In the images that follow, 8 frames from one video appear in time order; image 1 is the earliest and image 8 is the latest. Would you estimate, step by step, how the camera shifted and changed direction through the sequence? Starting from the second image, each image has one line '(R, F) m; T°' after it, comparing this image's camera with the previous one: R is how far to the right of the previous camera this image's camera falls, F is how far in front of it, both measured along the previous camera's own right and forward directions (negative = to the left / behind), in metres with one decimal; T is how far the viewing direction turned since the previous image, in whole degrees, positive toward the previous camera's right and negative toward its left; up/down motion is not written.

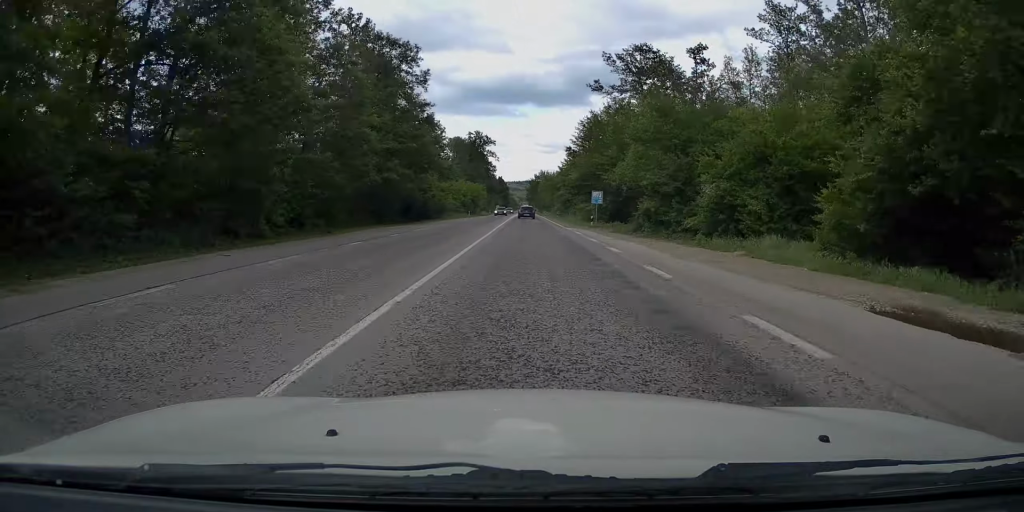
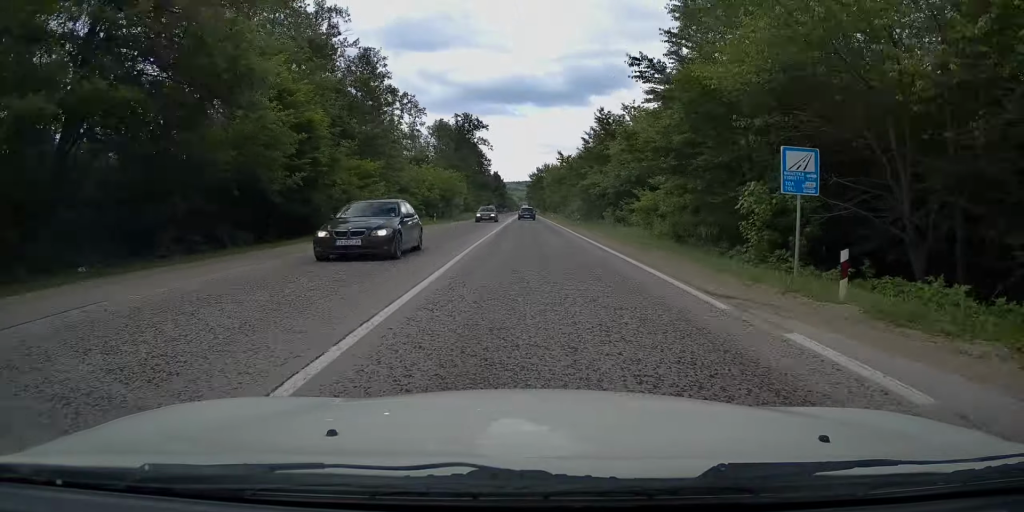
(-0.4, +31.3) m; -1°
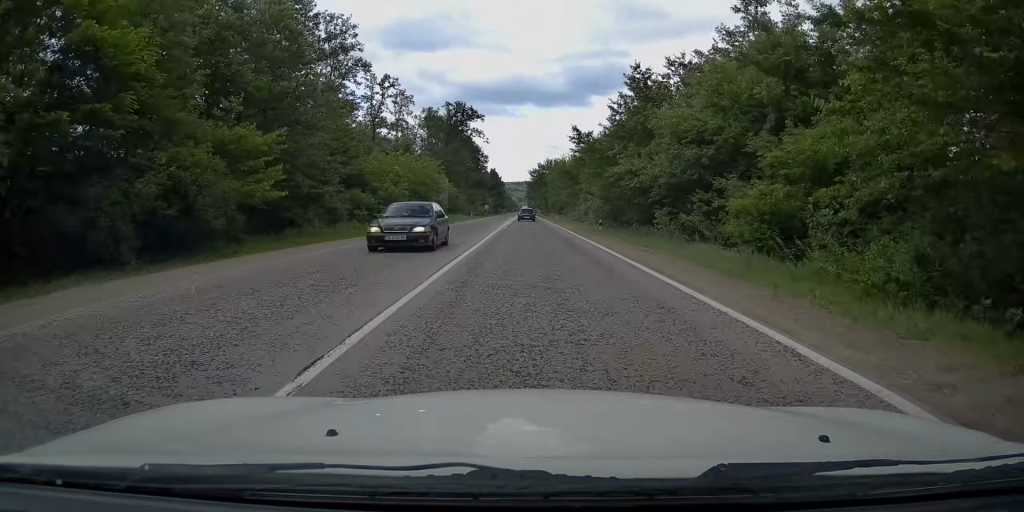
(0.0, +14.4) m; 0°
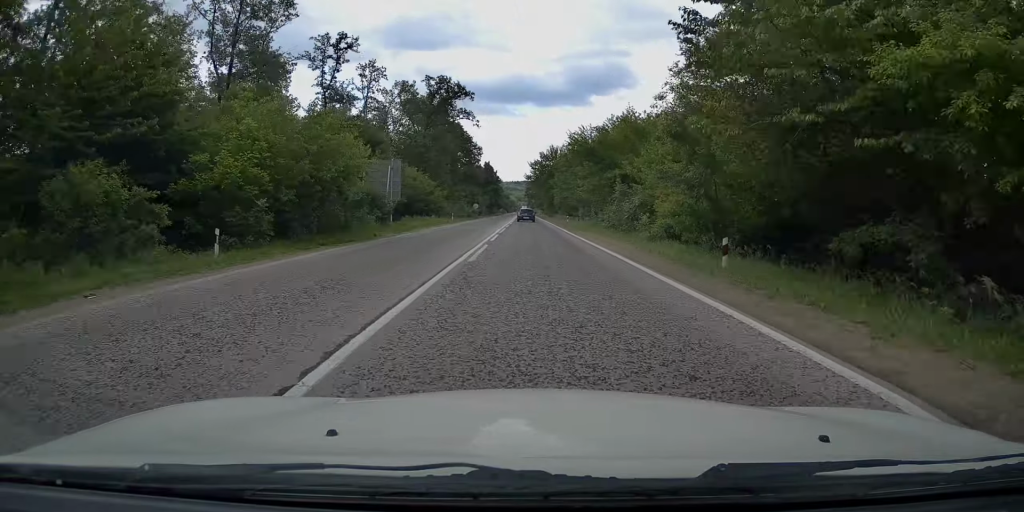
(0.0, +22.4) m; 0°
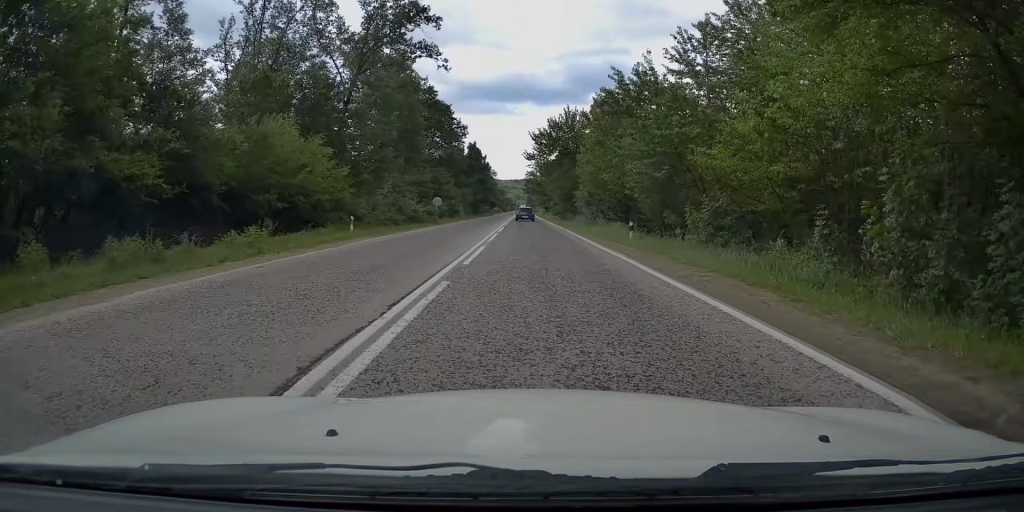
(+0.1, +37.1) m; 0°
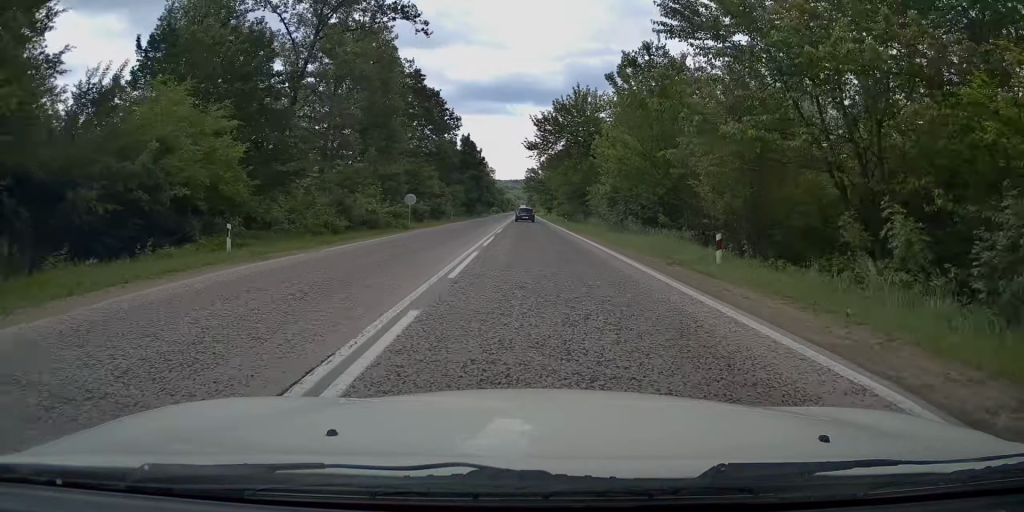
(0.0, +11.5) m; 0°
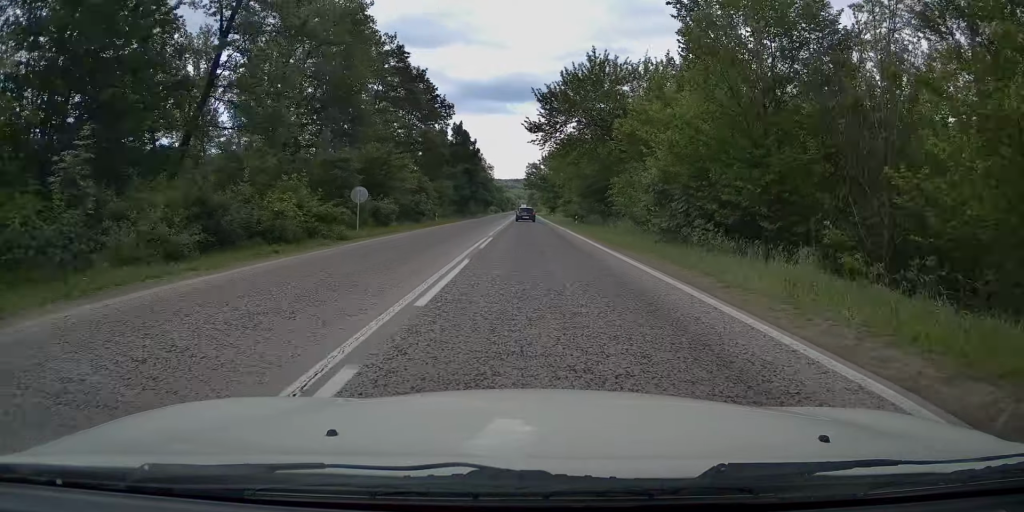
(0.0, +11.5) m; 0°
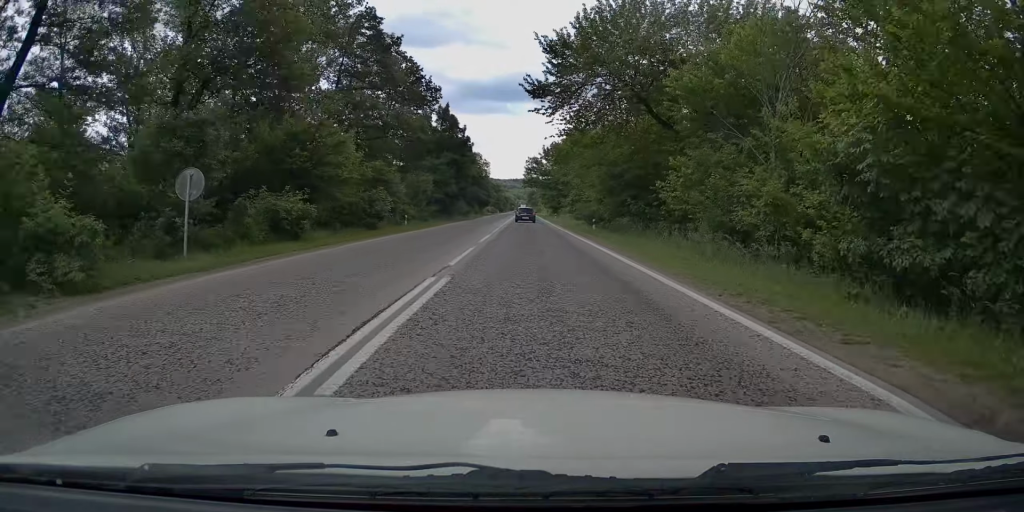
(0.0, +13.3) m; 0°
